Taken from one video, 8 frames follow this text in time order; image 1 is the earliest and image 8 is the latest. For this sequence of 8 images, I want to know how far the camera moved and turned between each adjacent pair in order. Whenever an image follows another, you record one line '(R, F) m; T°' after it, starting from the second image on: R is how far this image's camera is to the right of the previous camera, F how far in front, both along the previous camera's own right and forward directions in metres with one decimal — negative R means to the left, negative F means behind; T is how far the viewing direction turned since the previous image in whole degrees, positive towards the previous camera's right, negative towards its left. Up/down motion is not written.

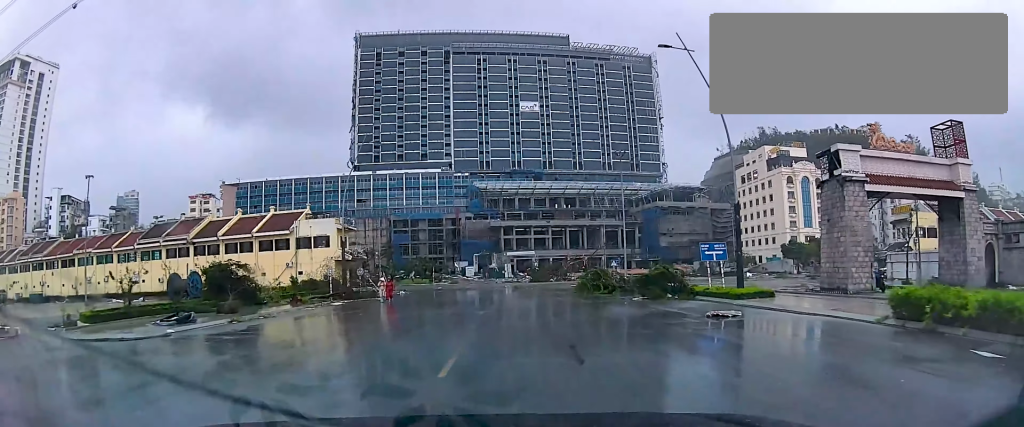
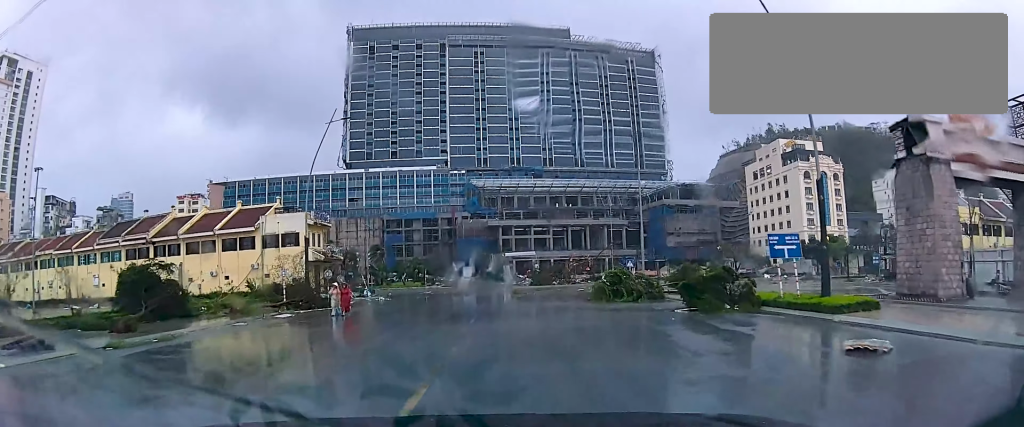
(0.0, +8.4) m; 0°
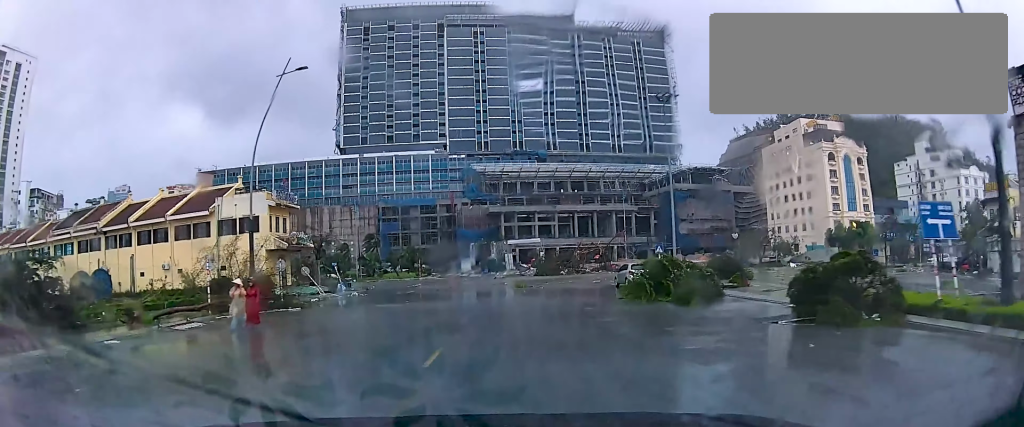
(0.0, +9.0) m; 0°
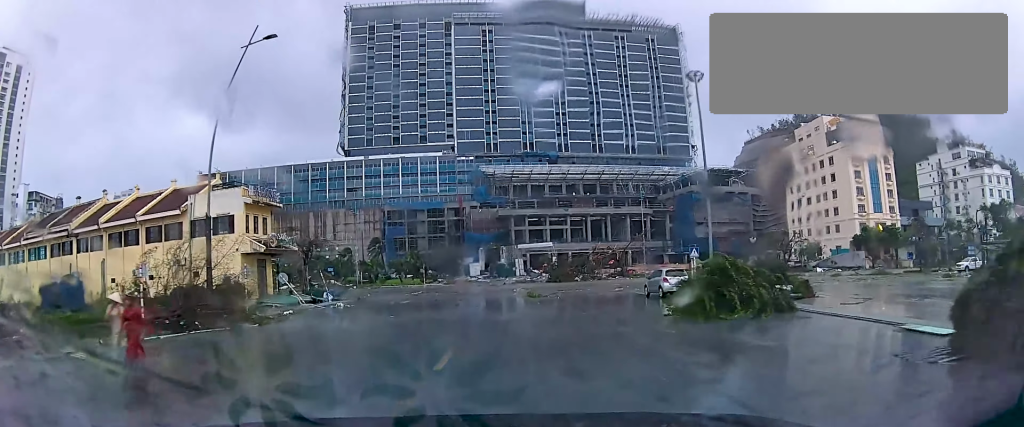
(0.0, +5.6) m; 0°
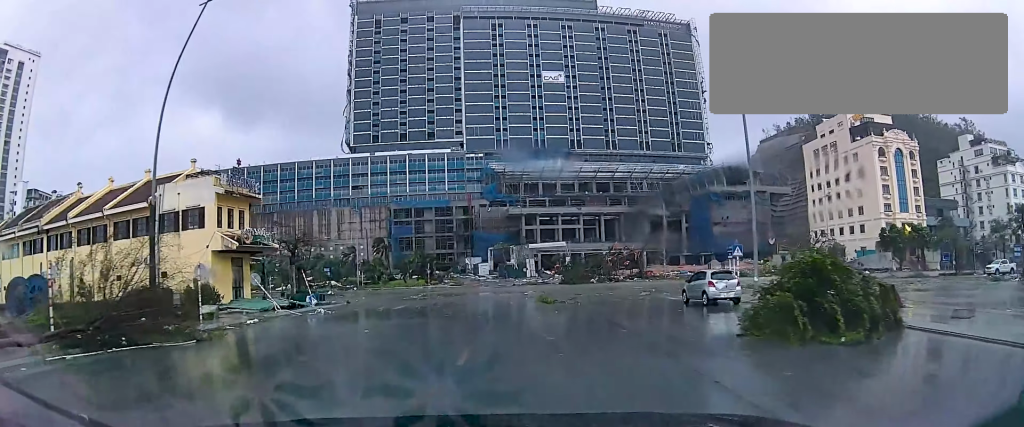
(0.0, +5.3) m; 0°
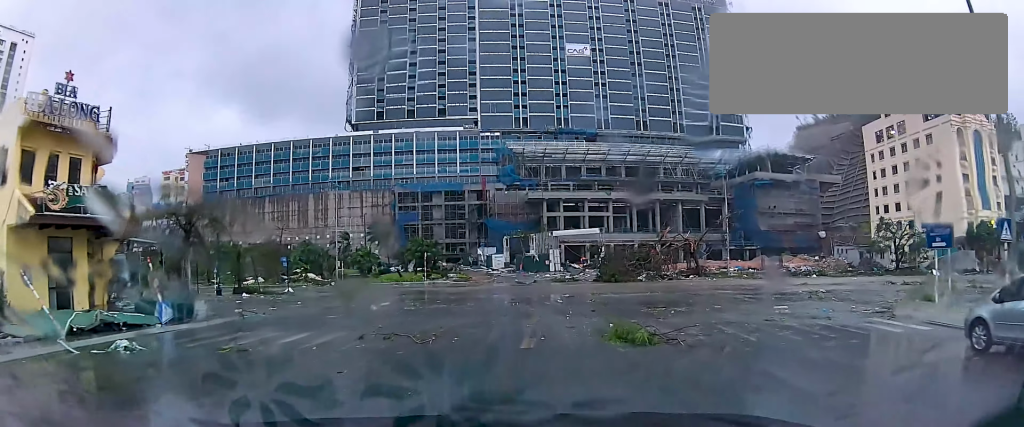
(0.0, +17.1) m; 0°
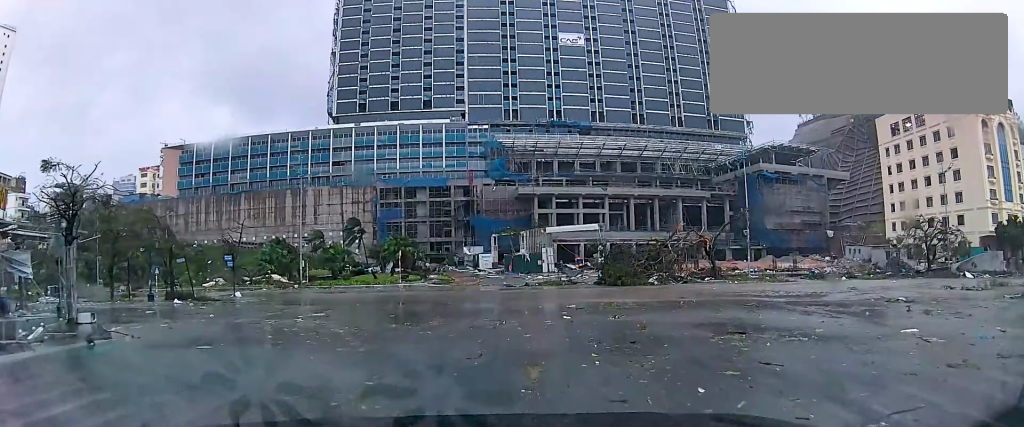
(0.0, +7.7) m; 0°
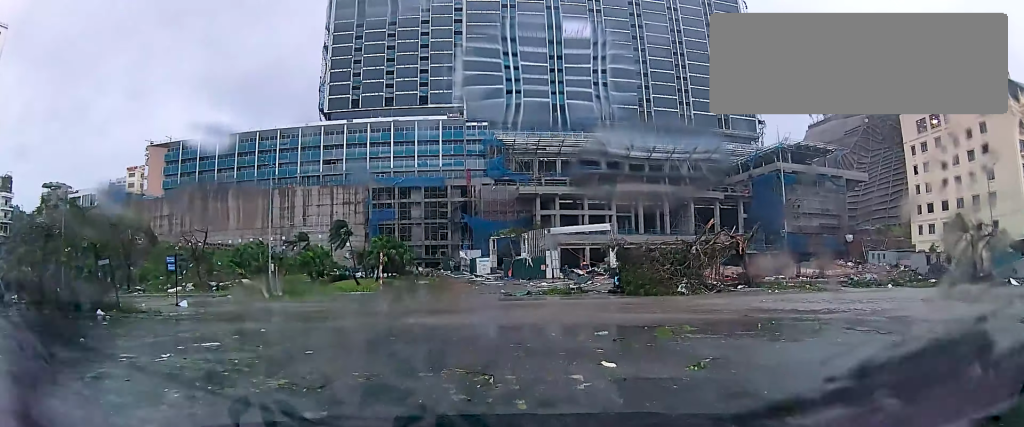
(-0.1, +7.4) m; -7°
